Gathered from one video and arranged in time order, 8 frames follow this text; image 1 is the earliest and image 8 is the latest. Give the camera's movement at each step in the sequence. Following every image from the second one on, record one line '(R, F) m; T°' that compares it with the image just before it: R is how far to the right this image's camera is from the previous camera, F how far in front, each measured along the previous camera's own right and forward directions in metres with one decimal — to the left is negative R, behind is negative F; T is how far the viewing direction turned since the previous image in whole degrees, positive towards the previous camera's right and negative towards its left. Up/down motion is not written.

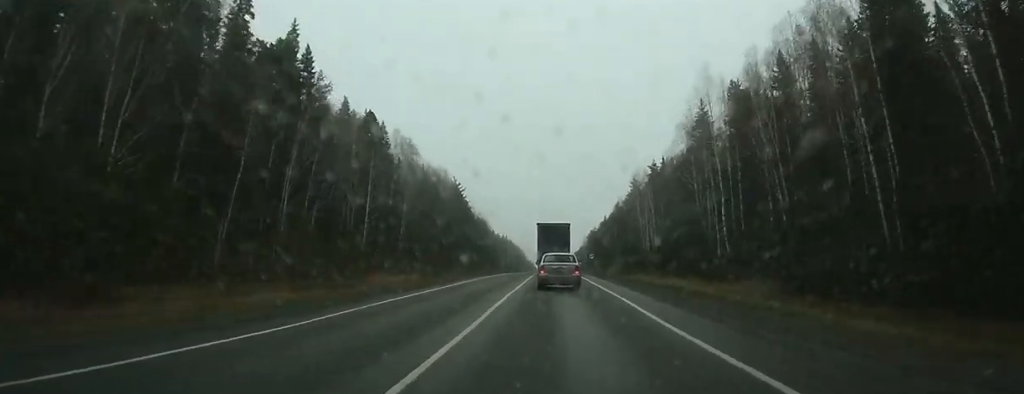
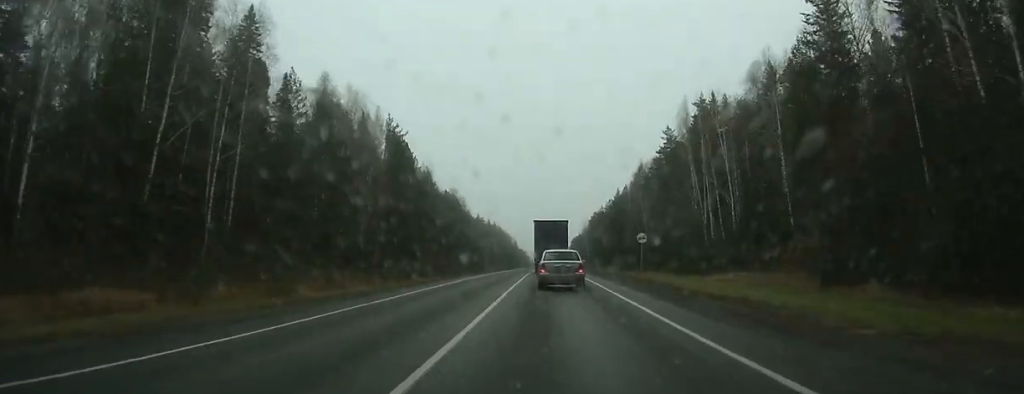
(+0.5, +54.2) m; +1°
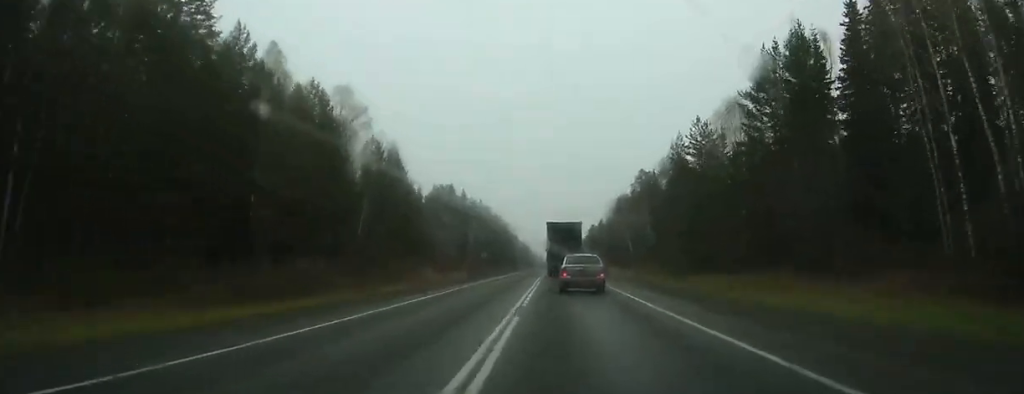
(-1.2, +109.7) m; -1°
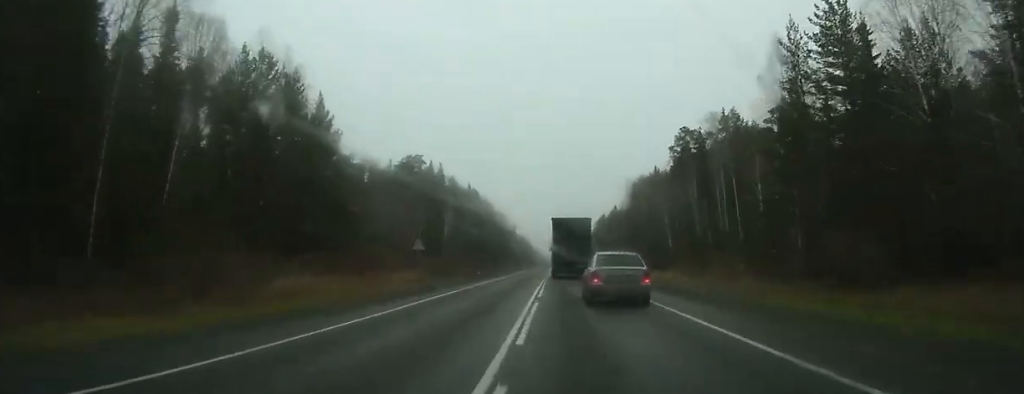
(-0.3, +41.8) m; +3°
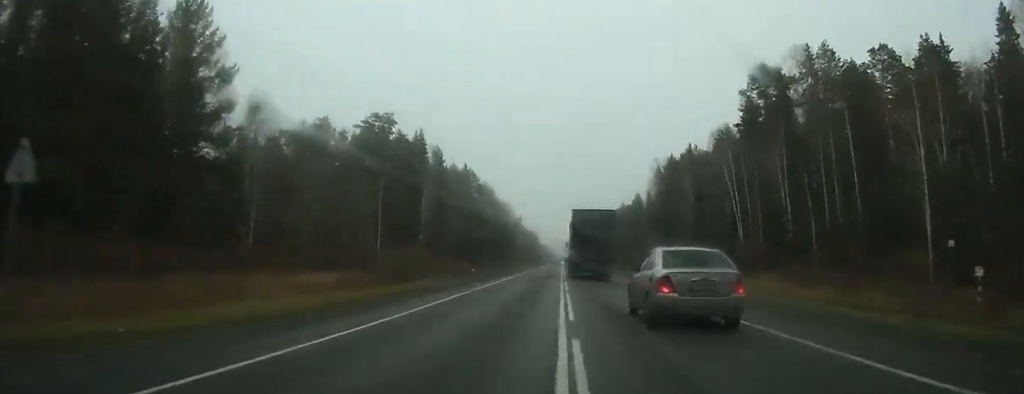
(+0.4, +31.6) m; 0°
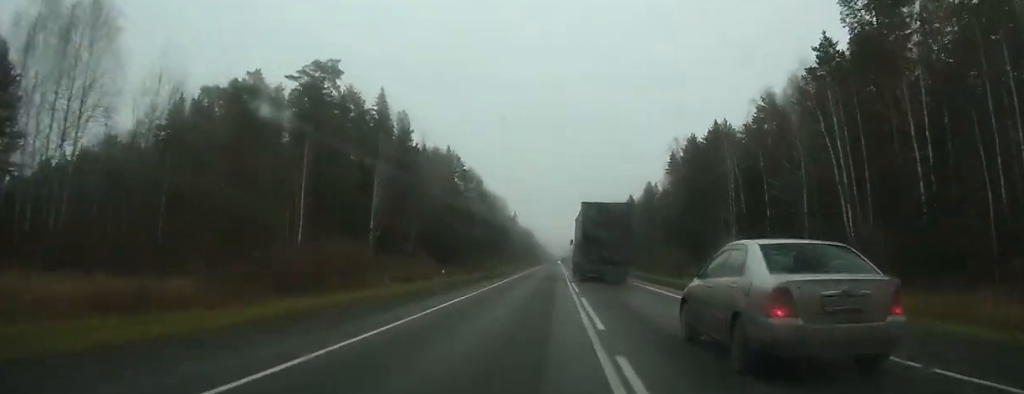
(+3.0, +24.8) m; -3°
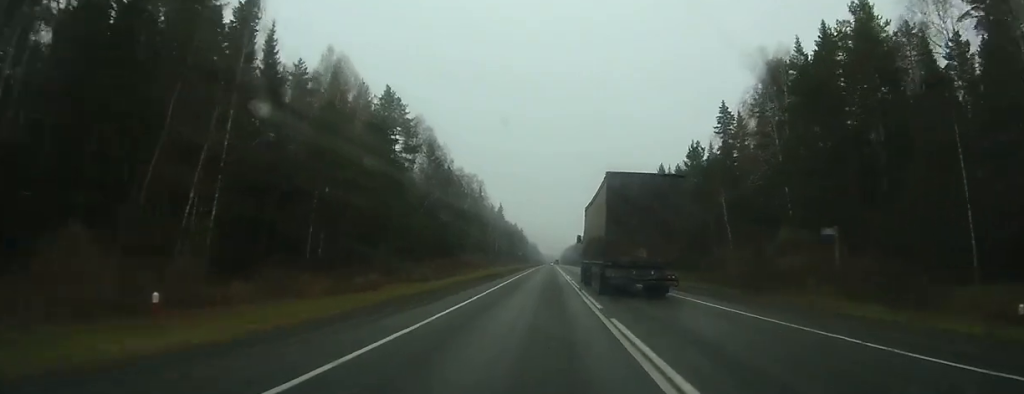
(-6.7, +55.2) m; -5°
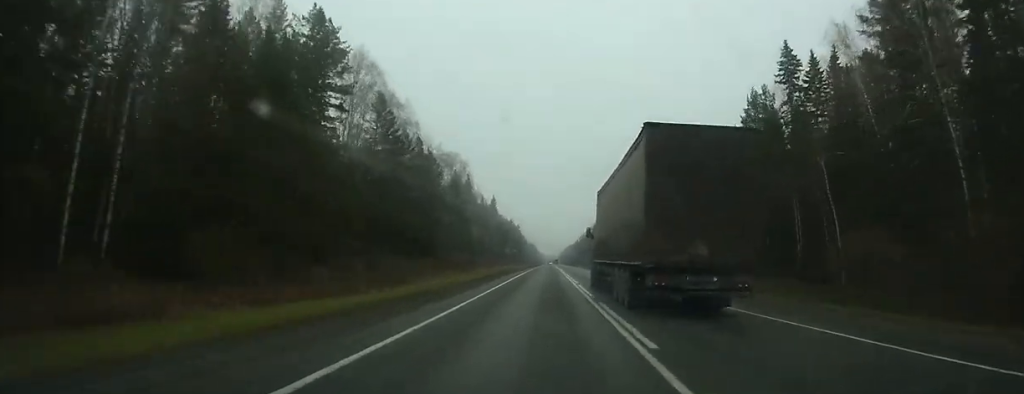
(+0.3, +33.6) m; +1°
